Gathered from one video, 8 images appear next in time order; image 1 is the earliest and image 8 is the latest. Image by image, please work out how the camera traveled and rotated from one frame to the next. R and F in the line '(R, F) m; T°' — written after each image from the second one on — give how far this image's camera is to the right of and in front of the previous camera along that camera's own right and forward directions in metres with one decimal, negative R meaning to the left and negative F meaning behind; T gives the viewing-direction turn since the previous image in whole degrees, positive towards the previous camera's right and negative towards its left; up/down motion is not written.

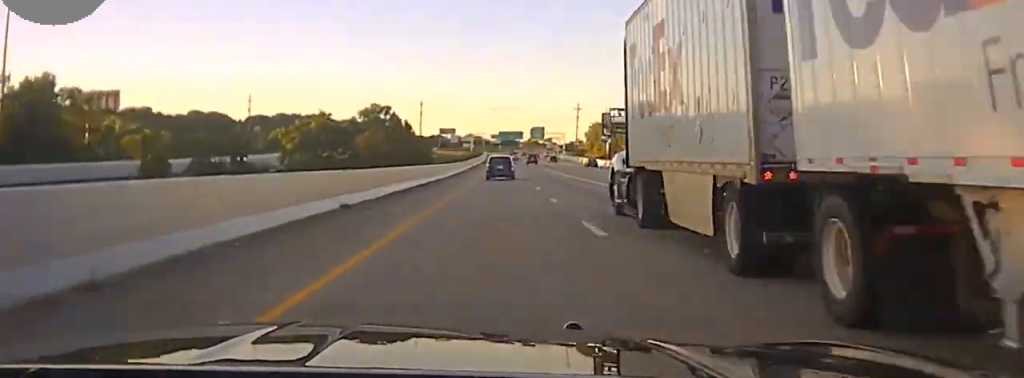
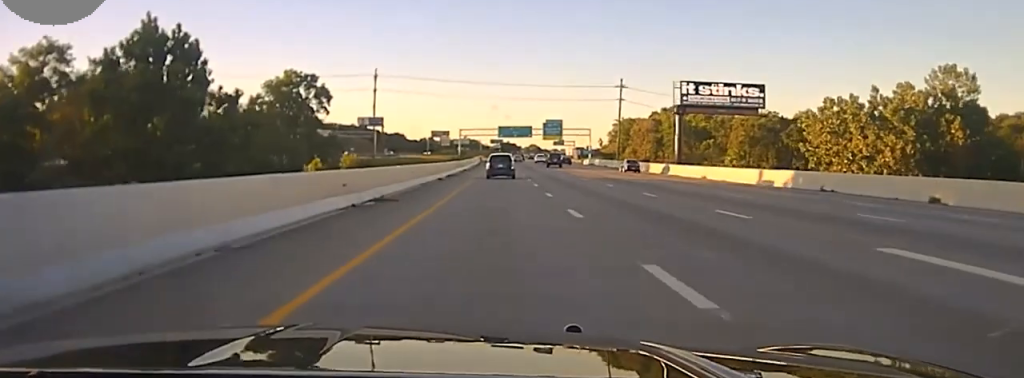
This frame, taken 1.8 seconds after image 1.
(+0.1, +92.7) m; 0°
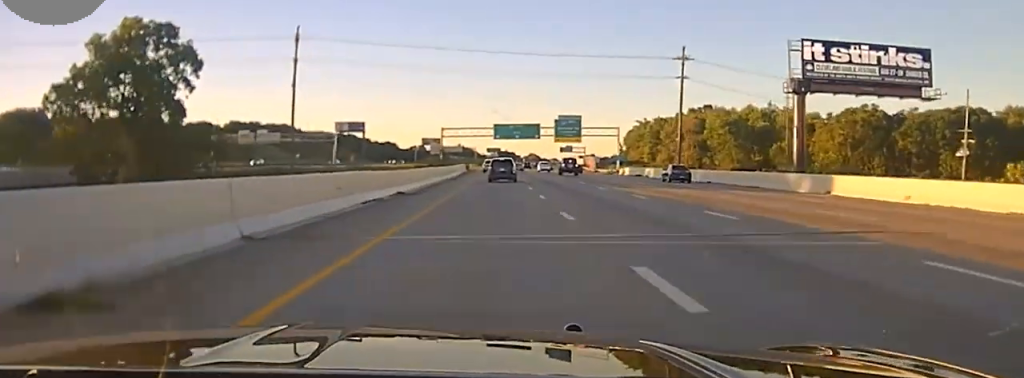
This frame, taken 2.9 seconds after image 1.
(+0.4, +58.1) m; 0°
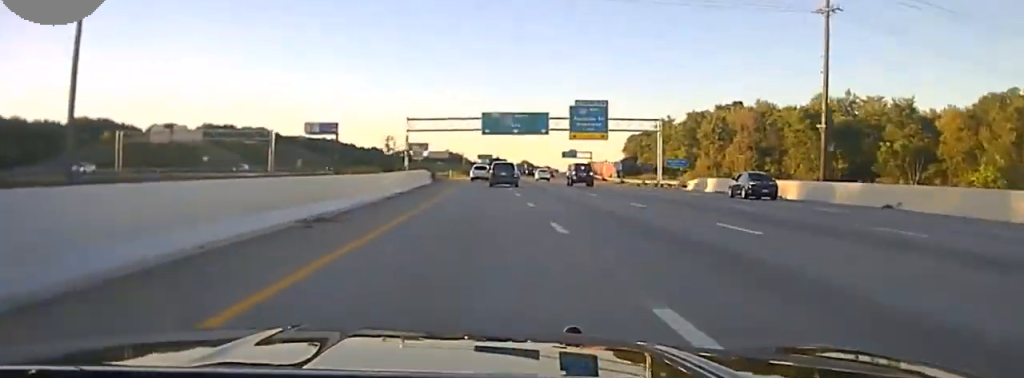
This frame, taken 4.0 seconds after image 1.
(-0.4, +52.9) m; 0°
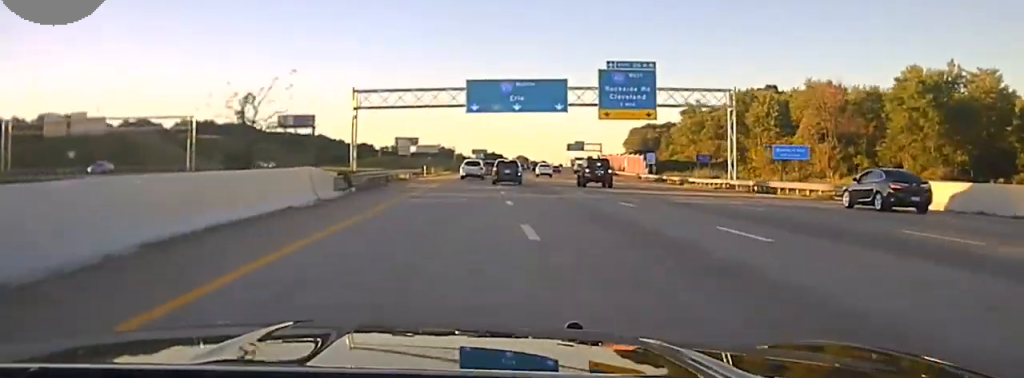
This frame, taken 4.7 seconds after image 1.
(-0.1, +39.1) m; +1°
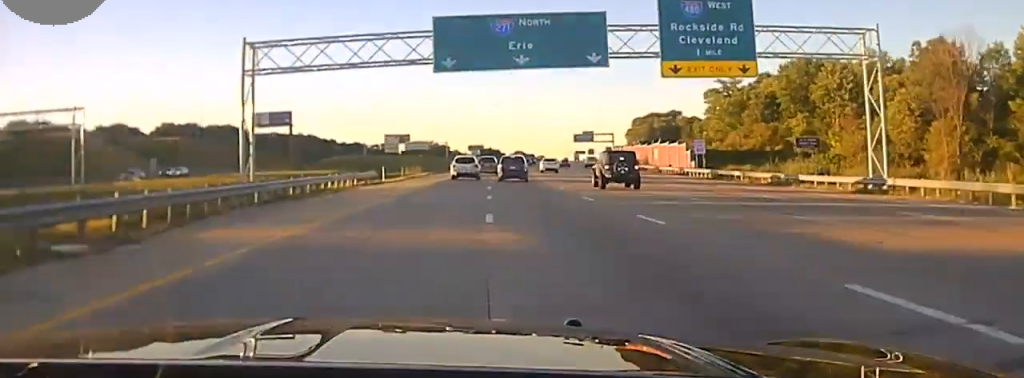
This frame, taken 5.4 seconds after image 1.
(+0.5, +32.1) m; +1°
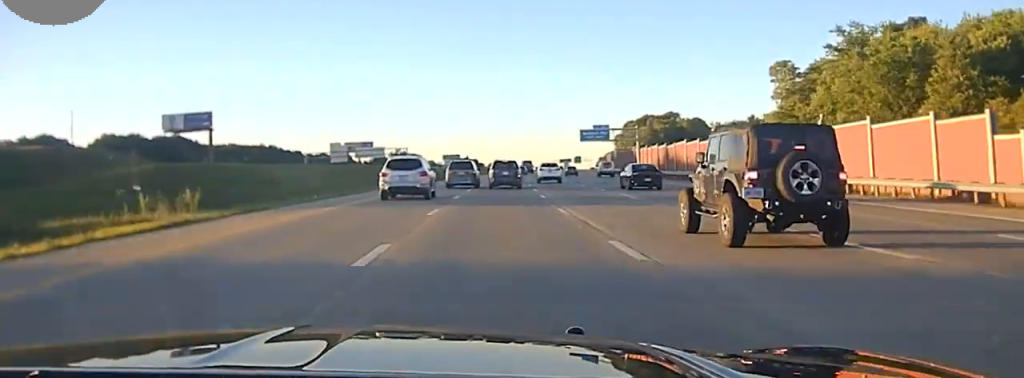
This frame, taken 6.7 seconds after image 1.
(+1.0, +68.0) m; +1°
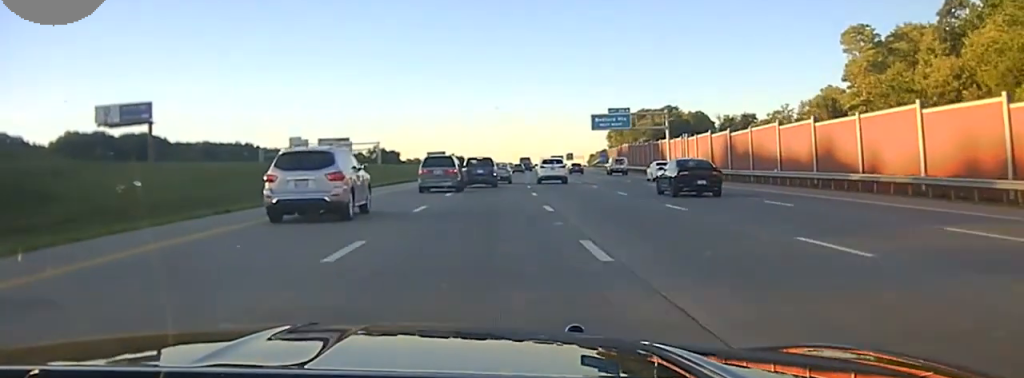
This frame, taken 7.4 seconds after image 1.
(+0.1, +33.5) m; +1°
